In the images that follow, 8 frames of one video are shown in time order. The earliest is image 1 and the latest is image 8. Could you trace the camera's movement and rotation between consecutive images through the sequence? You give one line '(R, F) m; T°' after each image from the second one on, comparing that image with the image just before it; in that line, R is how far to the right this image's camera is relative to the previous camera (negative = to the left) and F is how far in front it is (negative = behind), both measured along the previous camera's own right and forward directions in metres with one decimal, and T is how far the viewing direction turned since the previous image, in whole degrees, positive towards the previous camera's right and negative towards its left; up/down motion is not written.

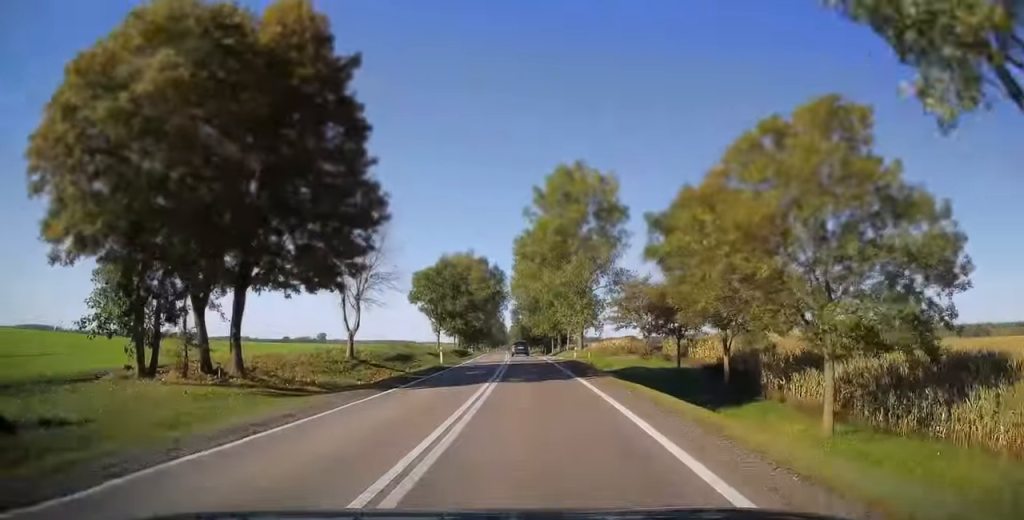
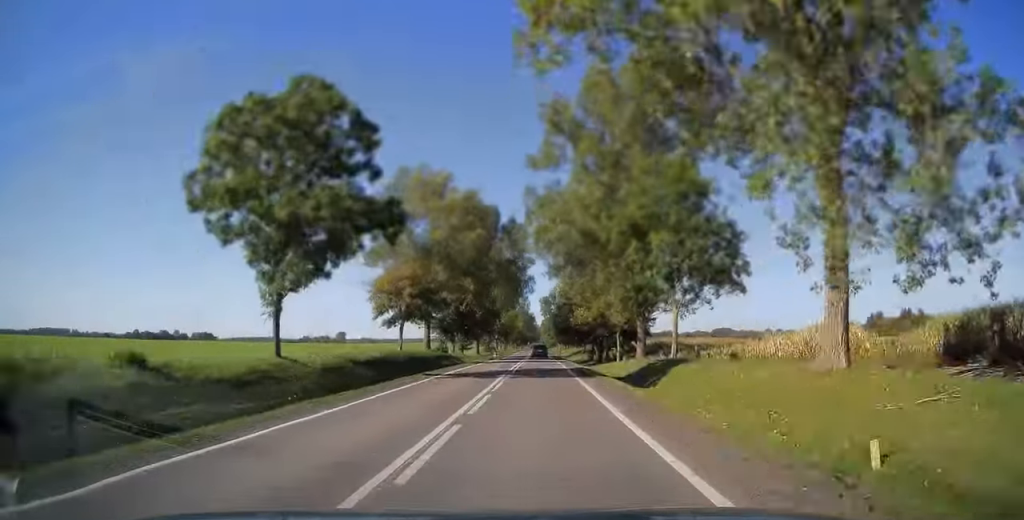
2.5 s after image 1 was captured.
(-1.5, +60.1) m; -2°
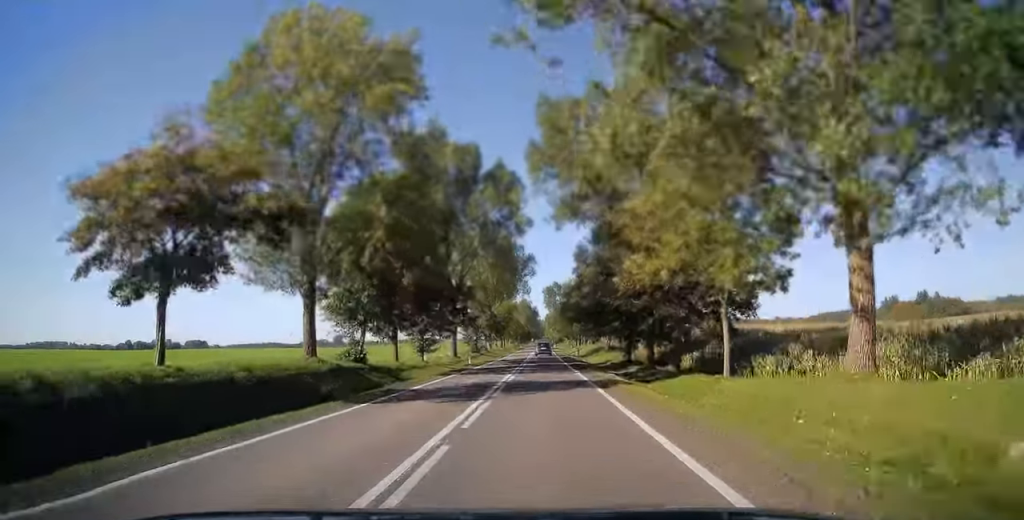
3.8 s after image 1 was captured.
(-0.3, +31.1) m; -1°
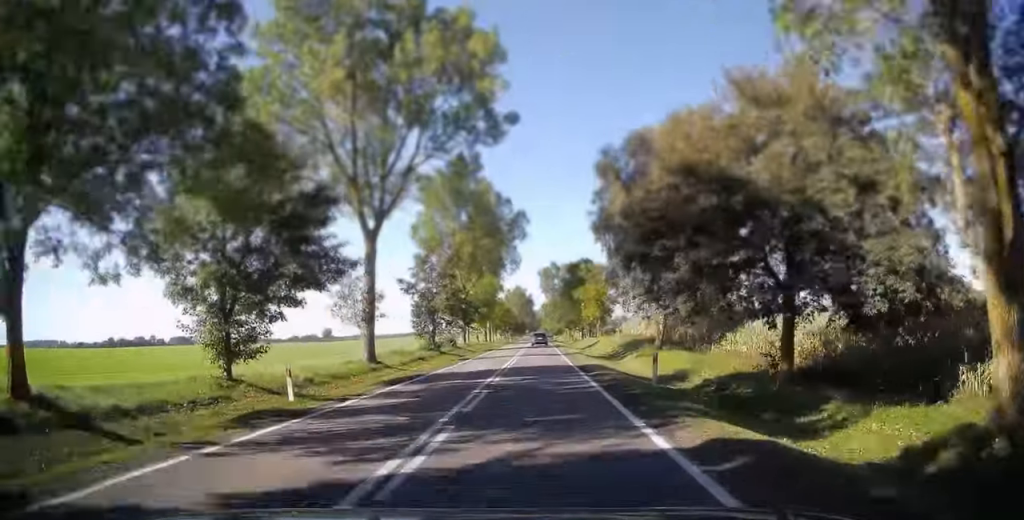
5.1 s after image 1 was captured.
(-0.2, +33.2) m; 0°
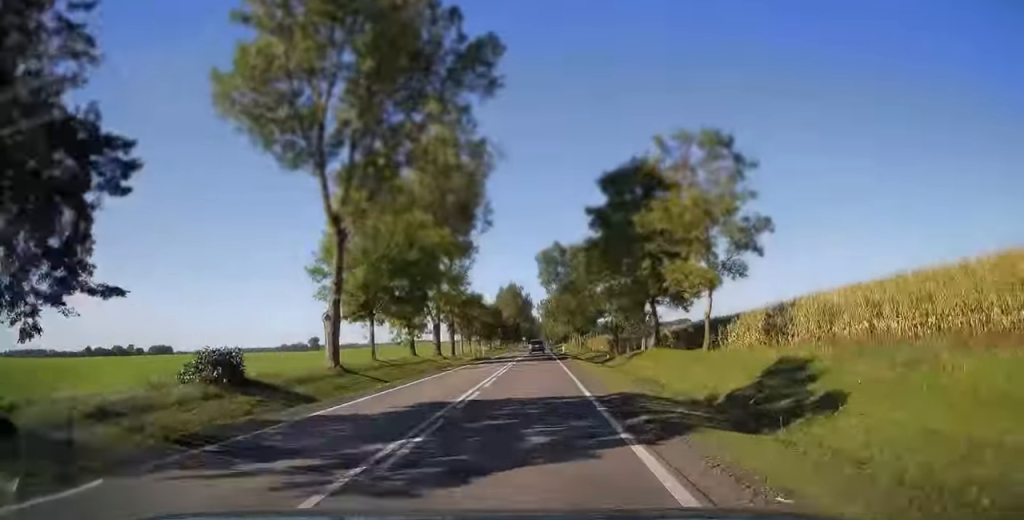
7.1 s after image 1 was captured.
(-0.1, +51.4) m; 0°
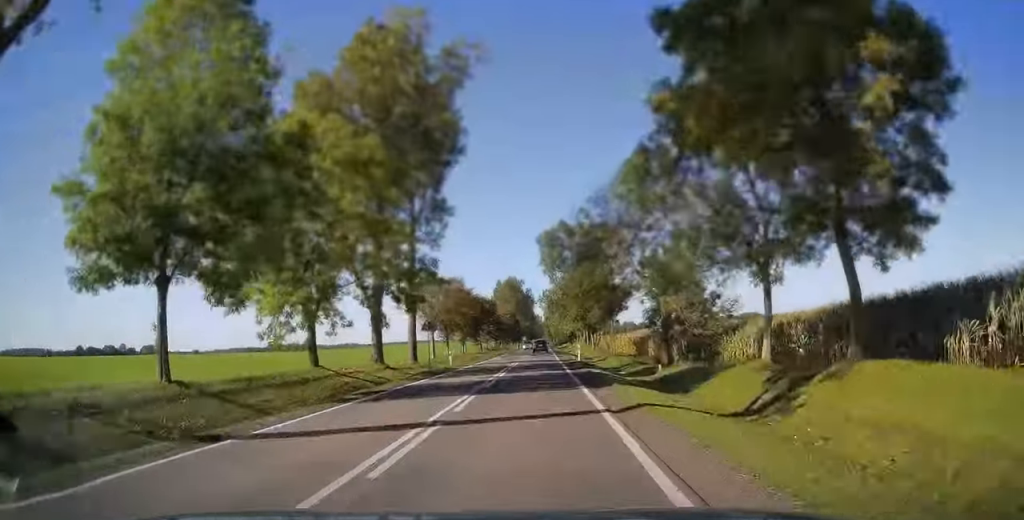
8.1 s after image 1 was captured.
(+0.1, +23.8) m; 0°
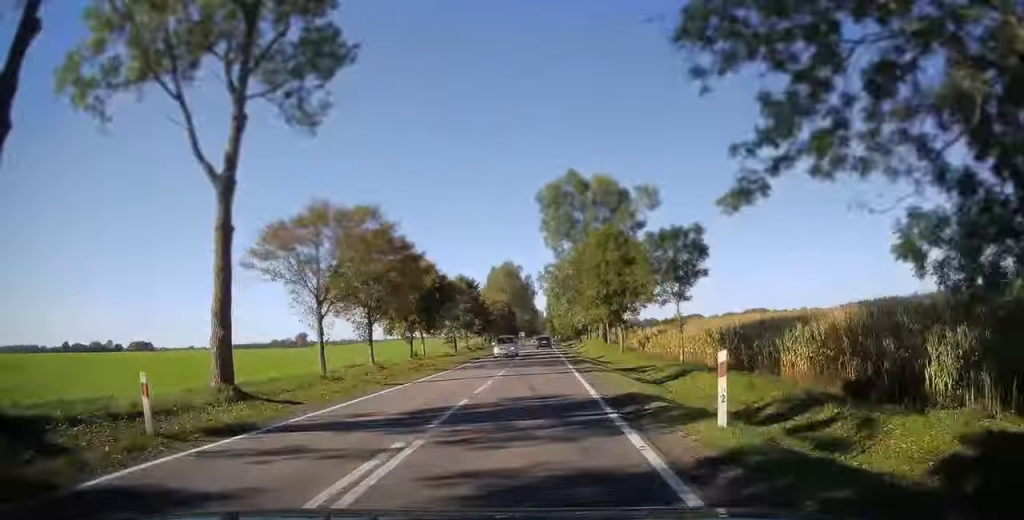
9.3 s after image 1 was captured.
(+0.2, +31.5) m; 0°
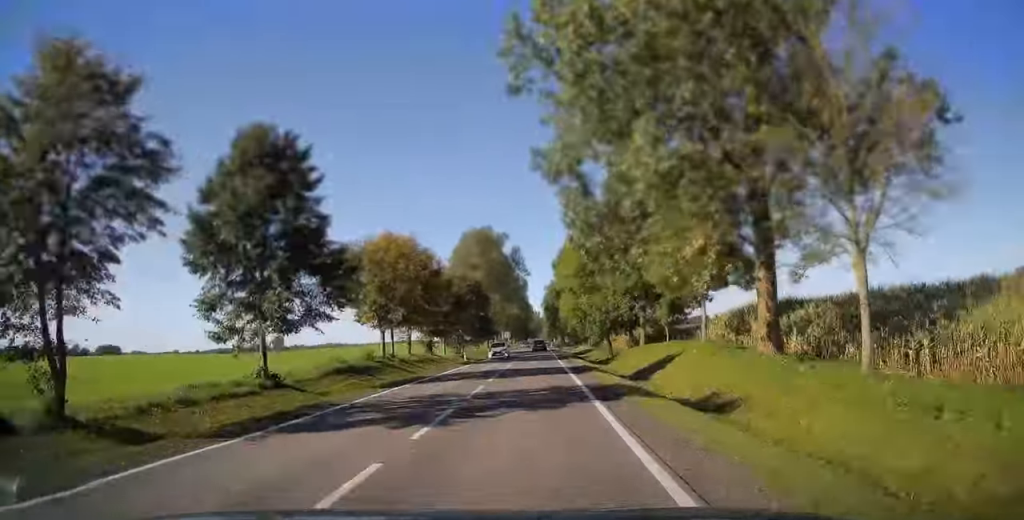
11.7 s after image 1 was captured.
(-0.2, +60.8) m; 0°
